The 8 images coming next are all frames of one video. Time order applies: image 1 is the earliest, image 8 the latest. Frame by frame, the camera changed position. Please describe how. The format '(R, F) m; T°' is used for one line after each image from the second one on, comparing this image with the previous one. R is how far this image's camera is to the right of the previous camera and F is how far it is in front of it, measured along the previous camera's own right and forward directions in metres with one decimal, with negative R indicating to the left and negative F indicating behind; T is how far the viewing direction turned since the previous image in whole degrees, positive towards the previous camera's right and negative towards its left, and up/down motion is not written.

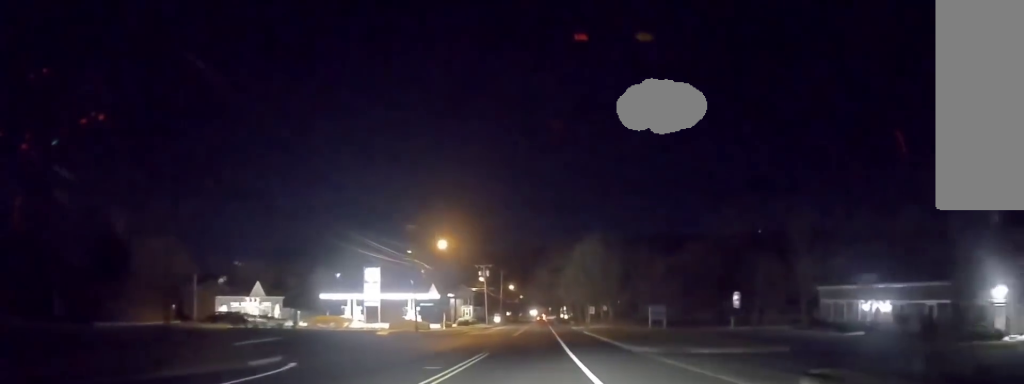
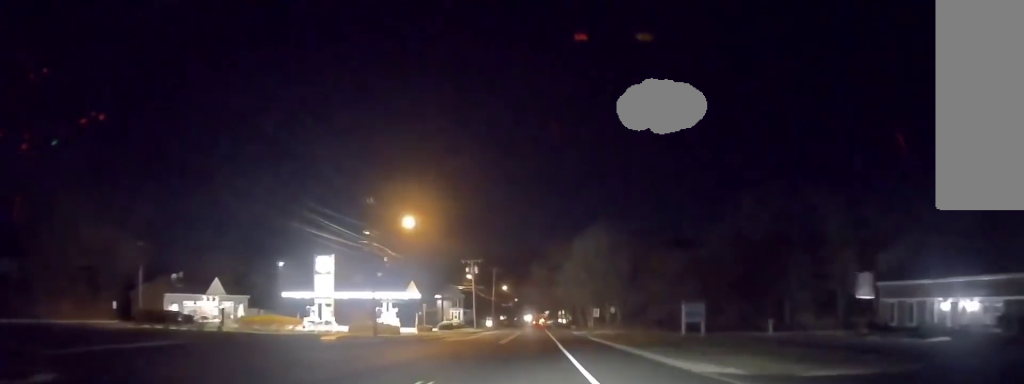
(+0.1, +13.5) m; 0°
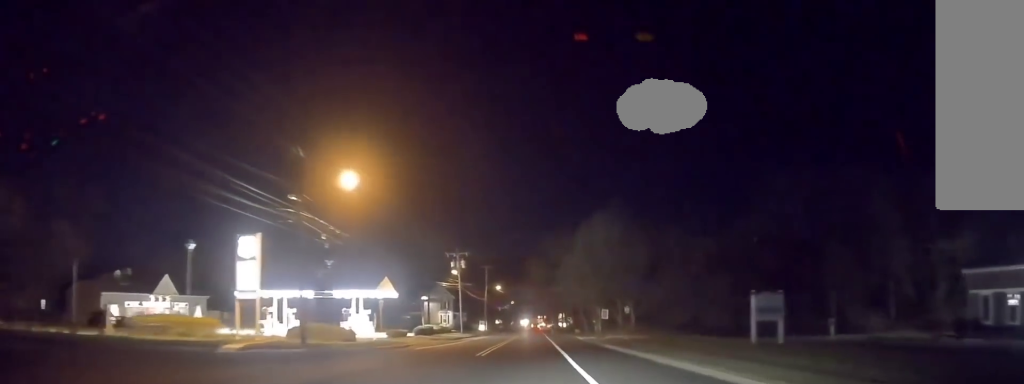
(0.0, +12.9) m; 0°
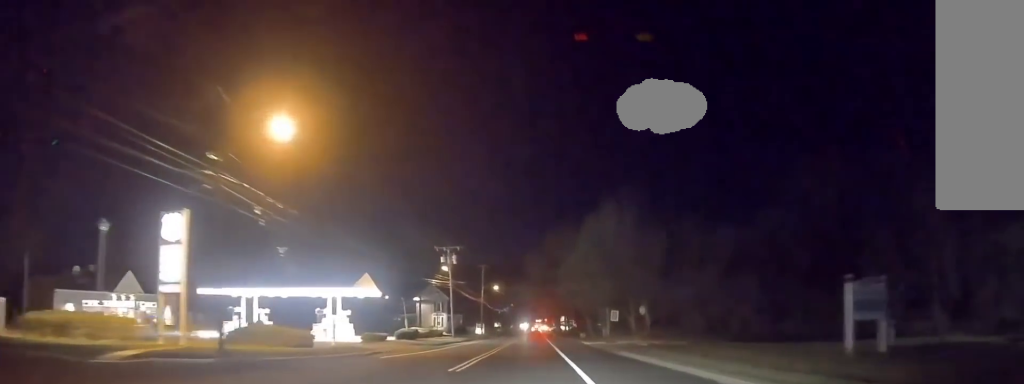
(0.0, +8.7) m; 0°
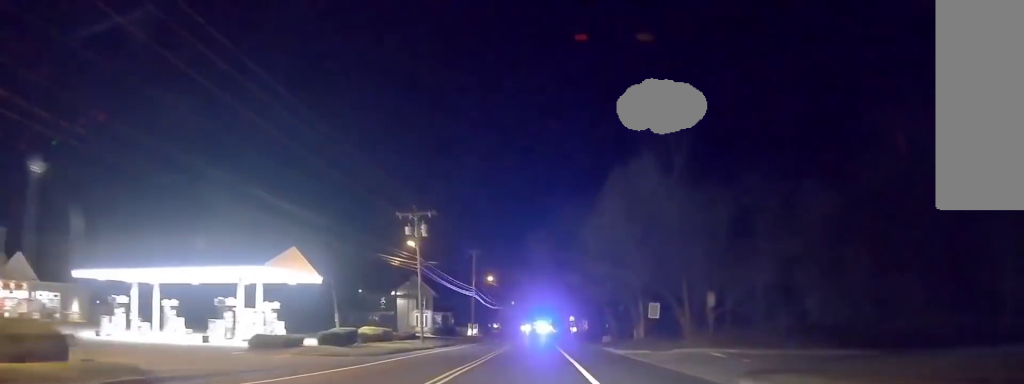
(0.0, +19.6) m; 0°
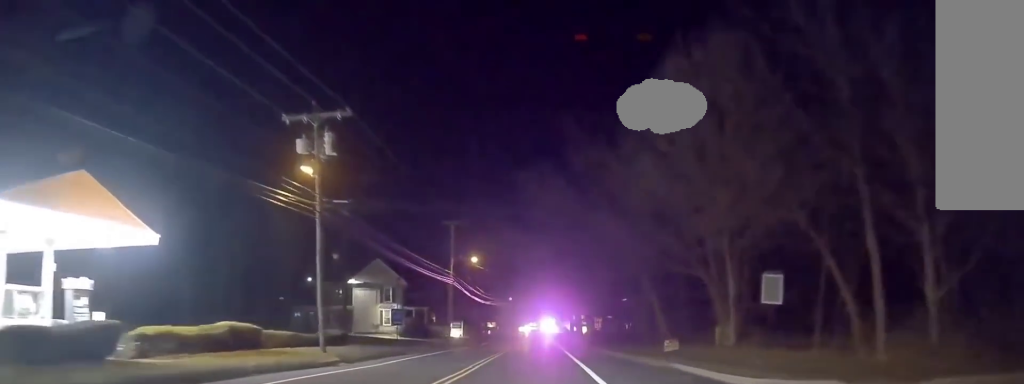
(0.0, +21.6) m; 0°
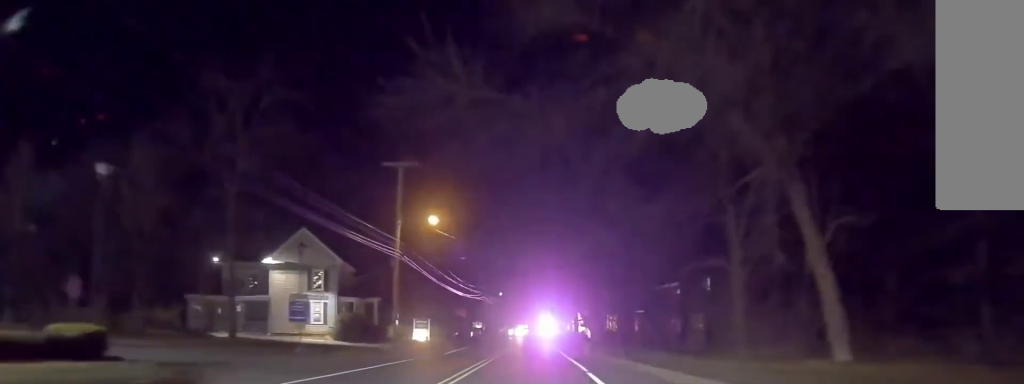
(0.0, +22.8) m; 0°
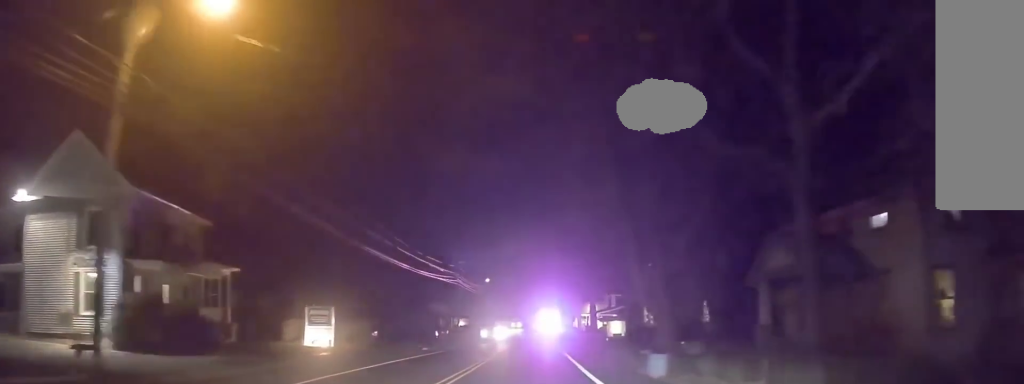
(0.0, +27.3) m; 0°
